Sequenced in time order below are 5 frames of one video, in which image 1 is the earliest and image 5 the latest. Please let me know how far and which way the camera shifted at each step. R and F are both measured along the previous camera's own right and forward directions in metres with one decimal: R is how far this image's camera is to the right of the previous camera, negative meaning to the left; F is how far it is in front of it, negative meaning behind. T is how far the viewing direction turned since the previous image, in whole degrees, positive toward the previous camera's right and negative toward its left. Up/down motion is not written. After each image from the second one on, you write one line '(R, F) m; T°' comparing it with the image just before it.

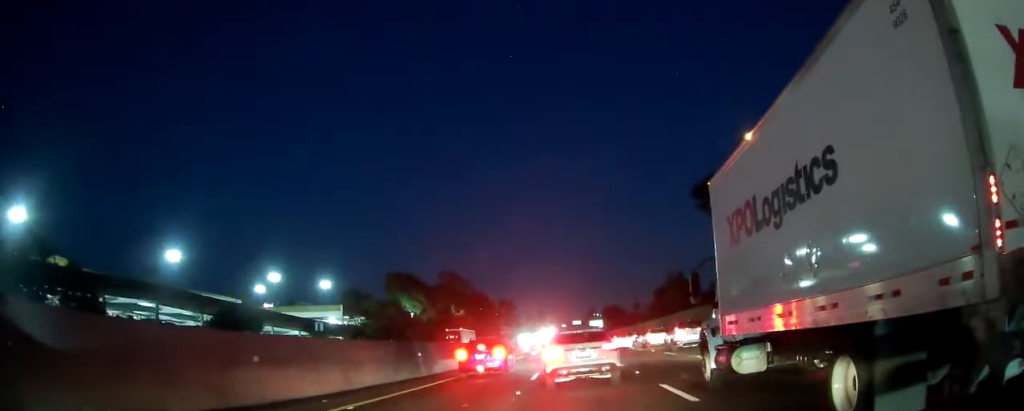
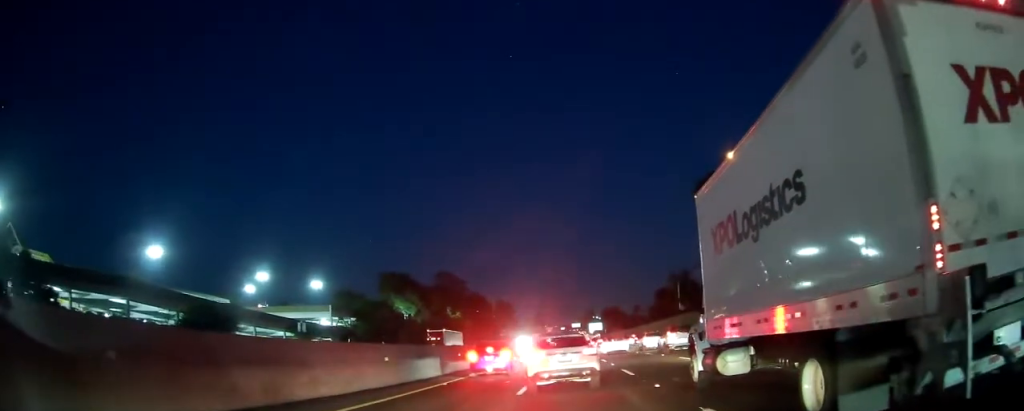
(-0.1, +6.4) m; -1°
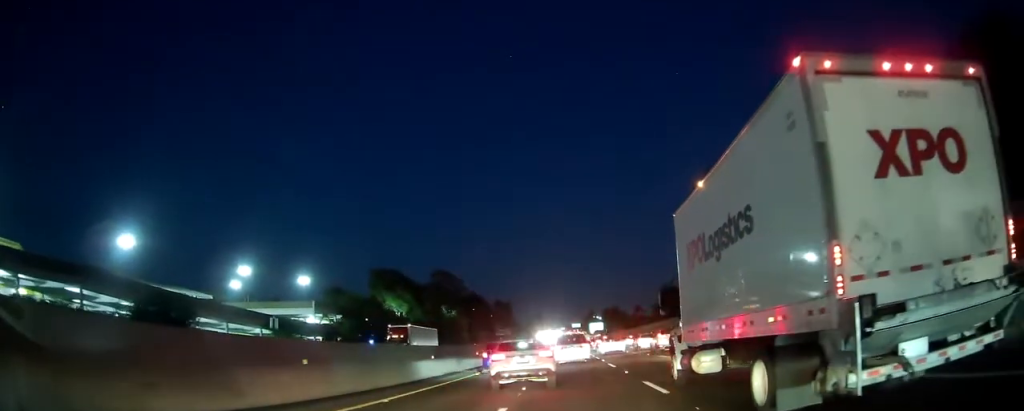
(-0.2, +8.0) m; -2°
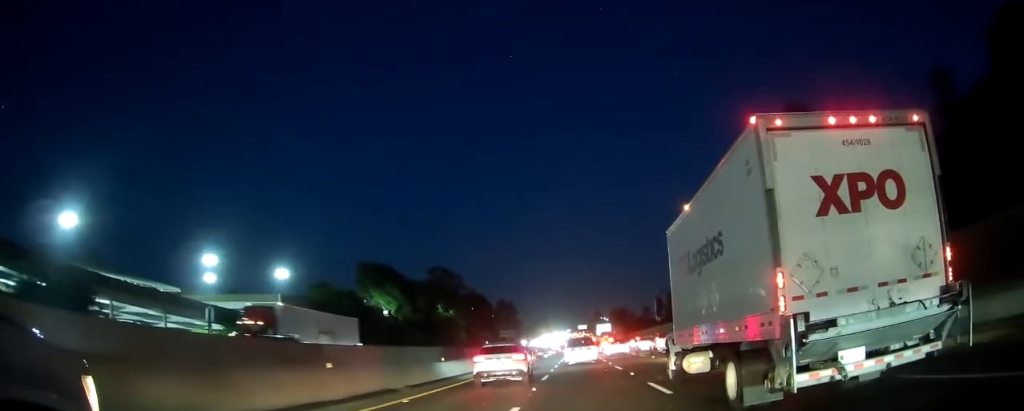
(+0.3, +12.7) m; +2°
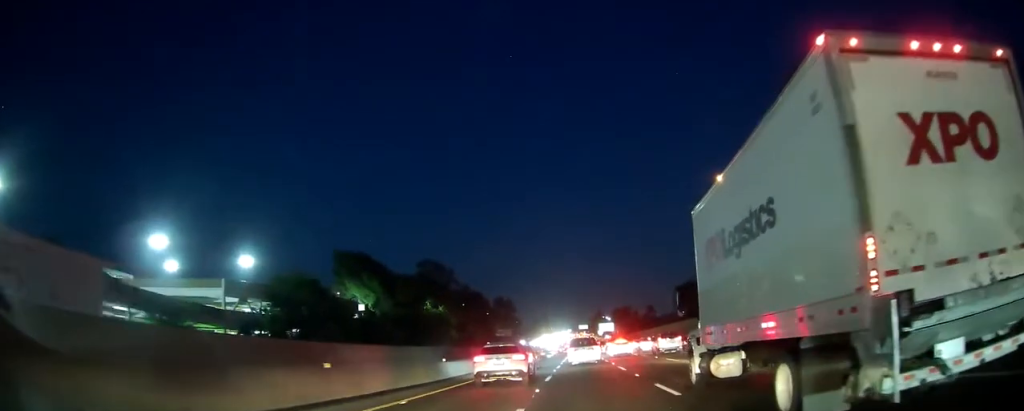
(0.0, +12.8) m; 0°
